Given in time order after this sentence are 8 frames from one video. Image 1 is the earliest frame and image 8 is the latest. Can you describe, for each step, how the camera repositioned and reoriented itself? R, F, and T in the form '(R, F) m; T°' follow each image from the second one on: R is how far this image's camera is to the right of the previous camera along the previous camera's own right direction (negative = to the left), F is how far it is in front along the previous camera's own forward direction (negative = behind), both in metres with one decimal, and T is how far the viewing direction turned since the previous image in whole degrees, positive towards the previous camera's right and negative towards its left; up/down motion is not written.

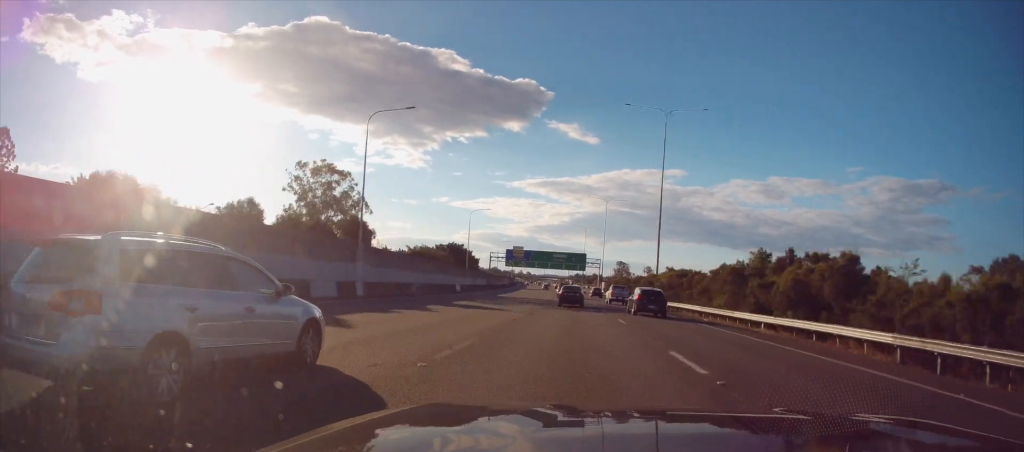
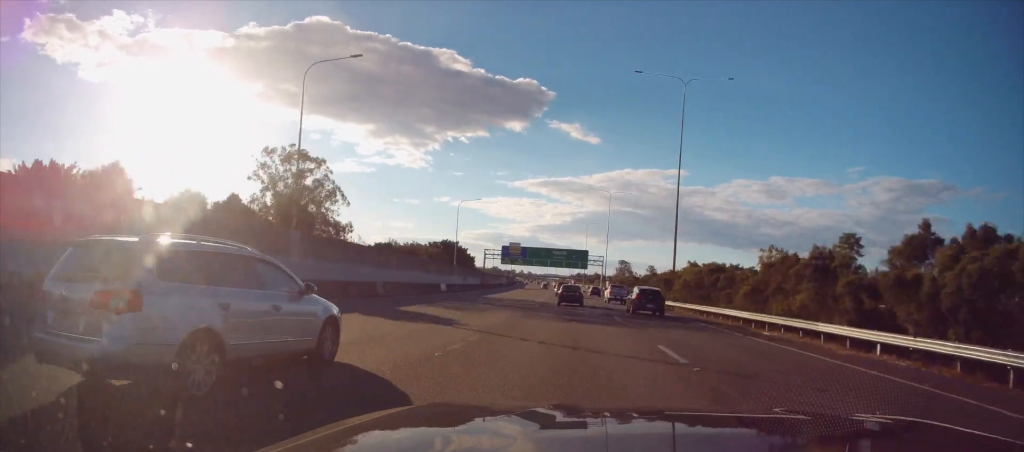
(-0.1, +10.9) m; 0°
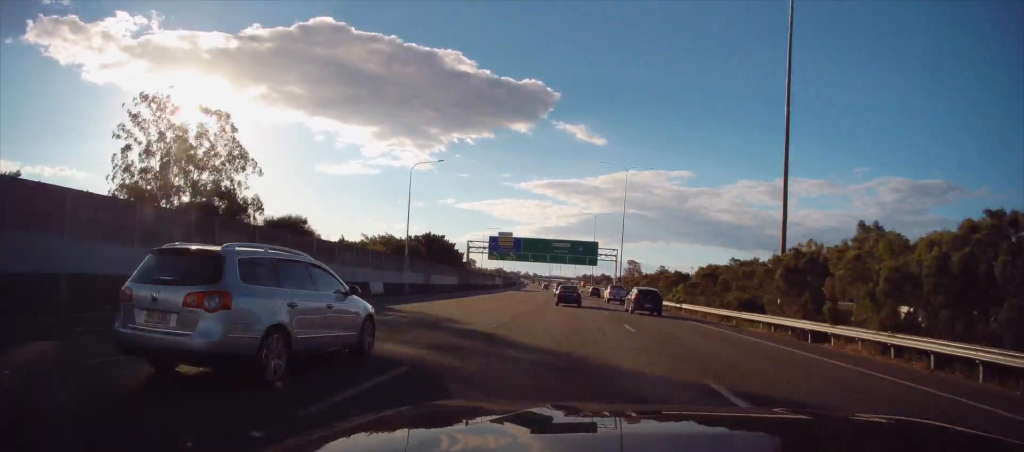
(-0.2, +28.9) m; 0°
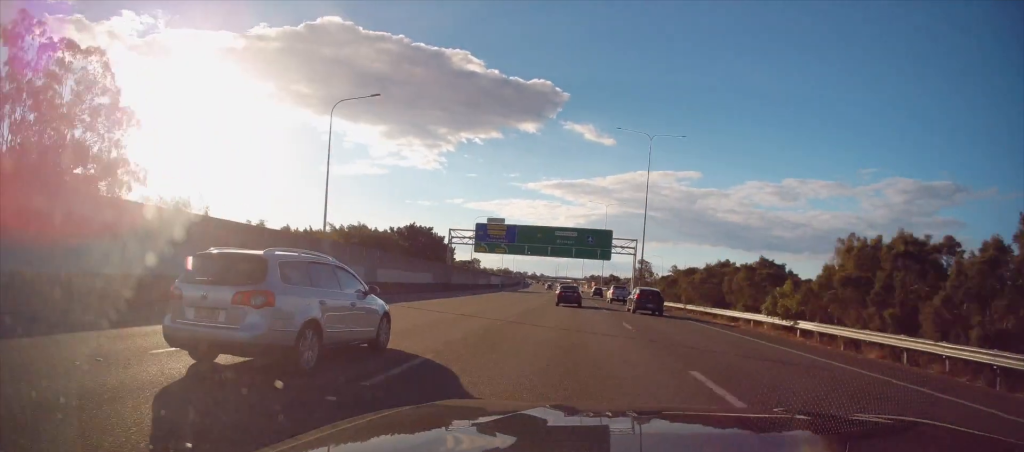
(0.0, +22.6) m; 0°
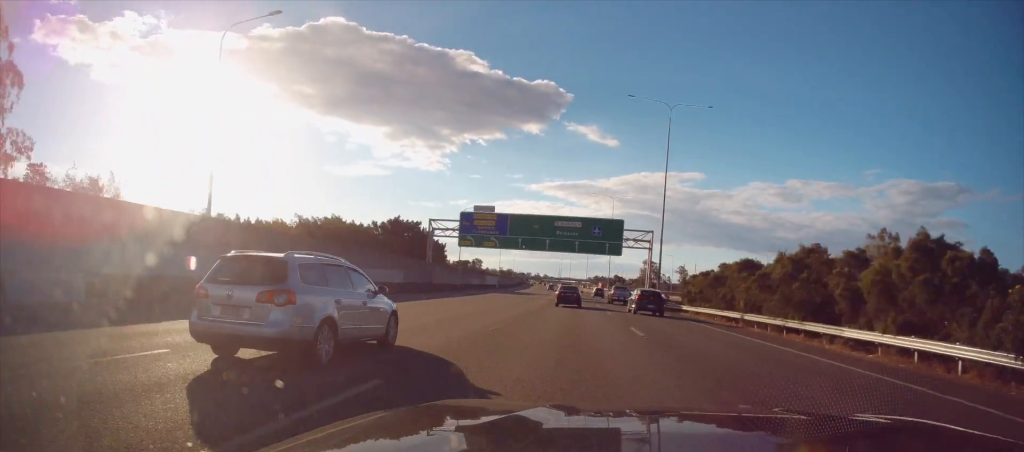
(0.0, +14.4) m; 0°
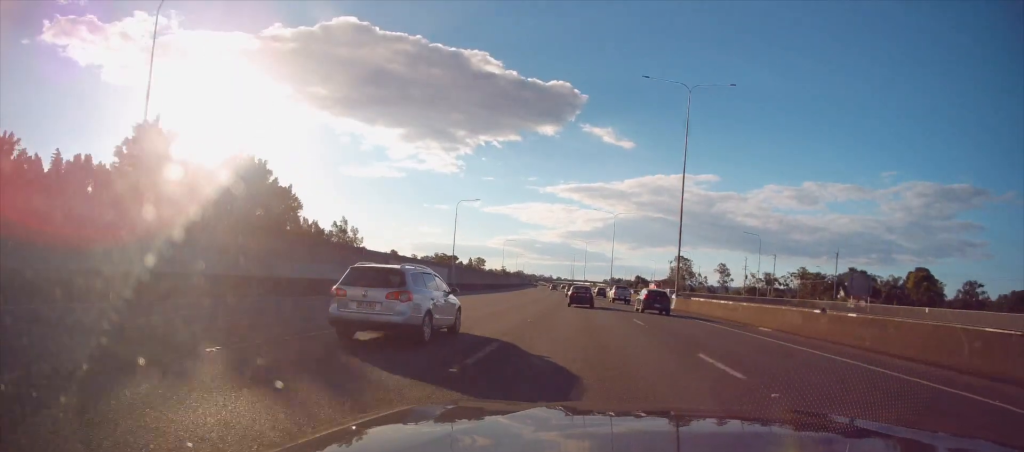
(-1.4, +78.9) m; -2°
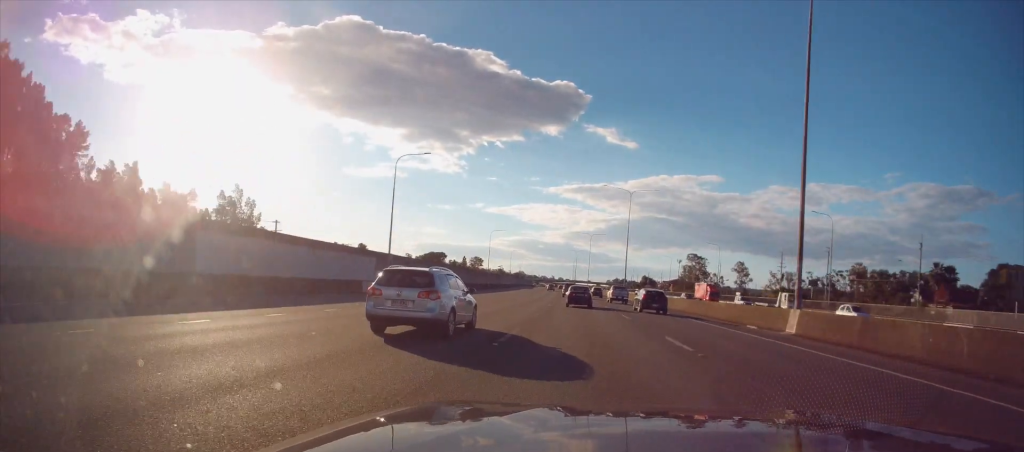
(0.0, +32.1) m; -1°
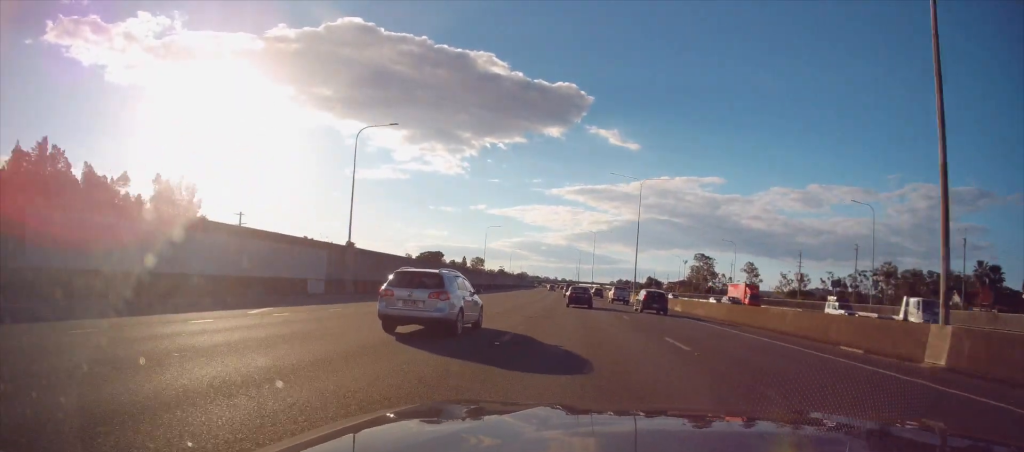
(-0.1, +11.6) m; 0°
